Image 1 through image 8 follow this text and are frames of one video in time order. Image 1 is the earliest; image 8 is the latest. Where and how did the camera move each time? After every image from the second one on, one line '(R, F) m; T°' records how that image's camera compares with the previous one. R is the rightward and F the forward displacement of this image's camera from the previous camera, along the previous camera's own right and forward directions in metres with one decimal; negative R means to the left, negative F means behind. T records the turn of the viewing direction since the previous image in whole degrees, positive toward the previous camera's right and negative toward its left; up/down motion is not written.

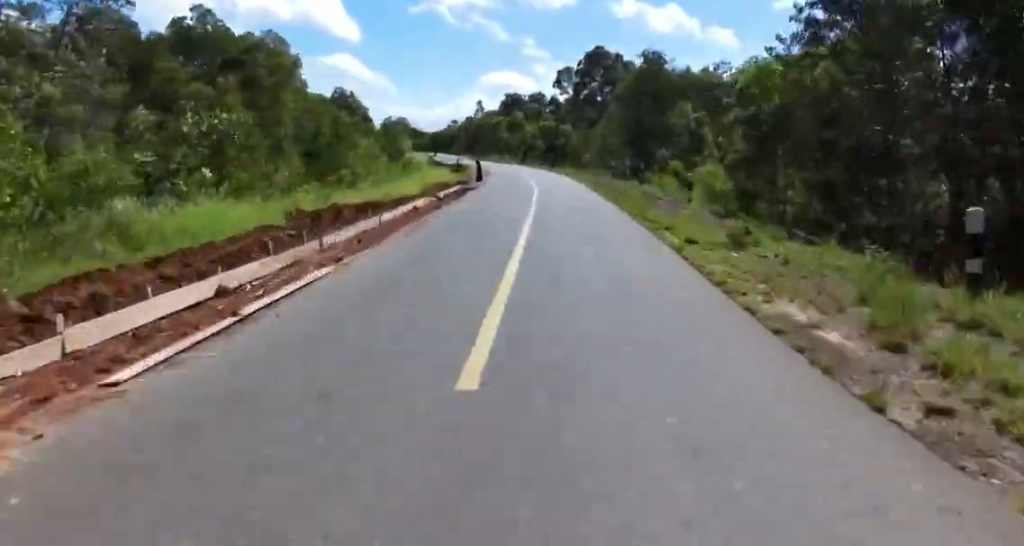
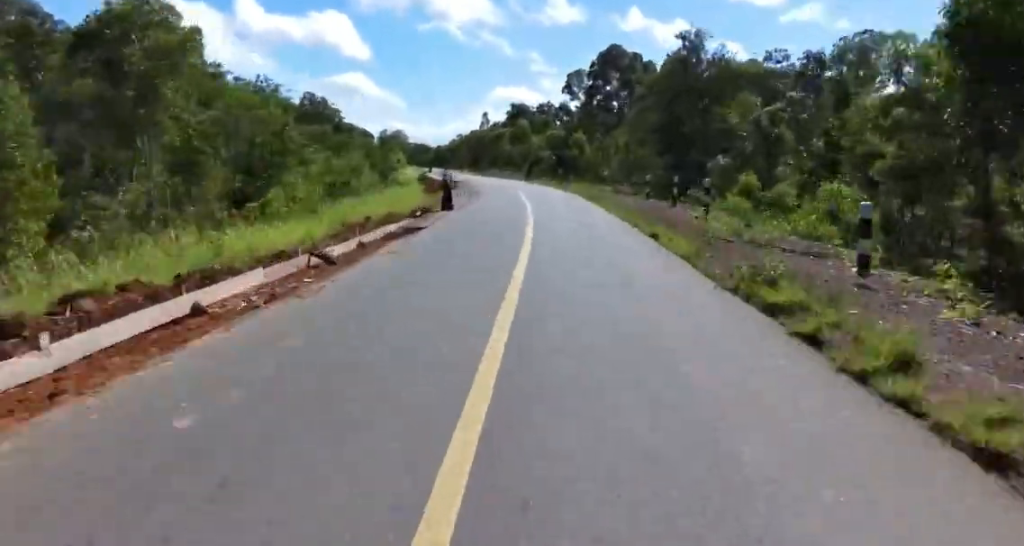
(0.0, +12.4) m; -5°
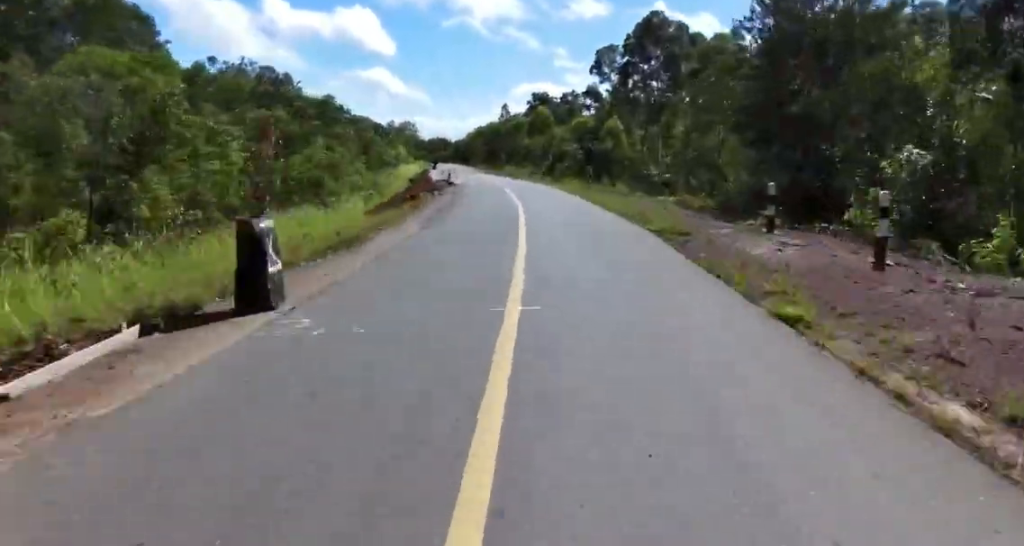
(+0.6, +13.6) m; -6°
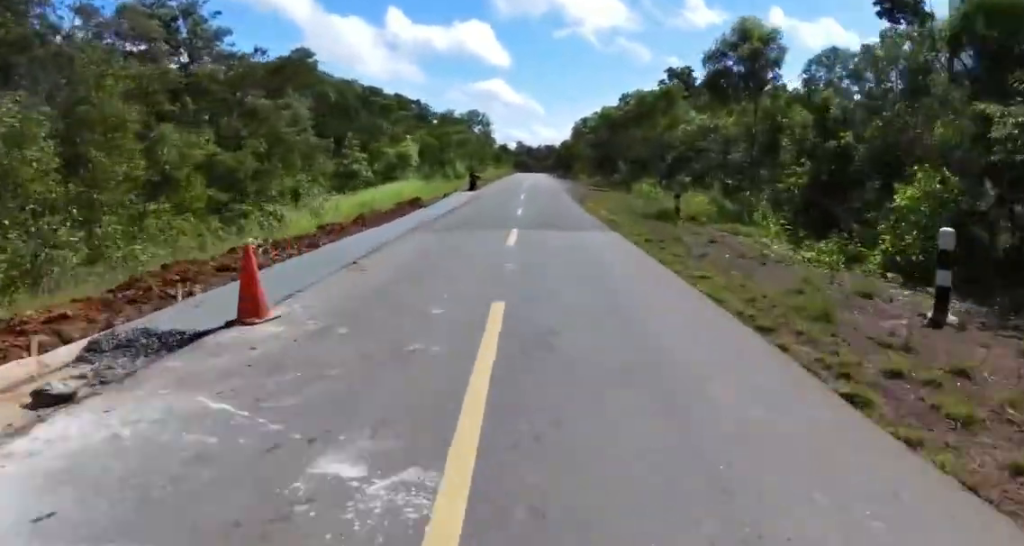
(-5.6, +44.4) m; -6°
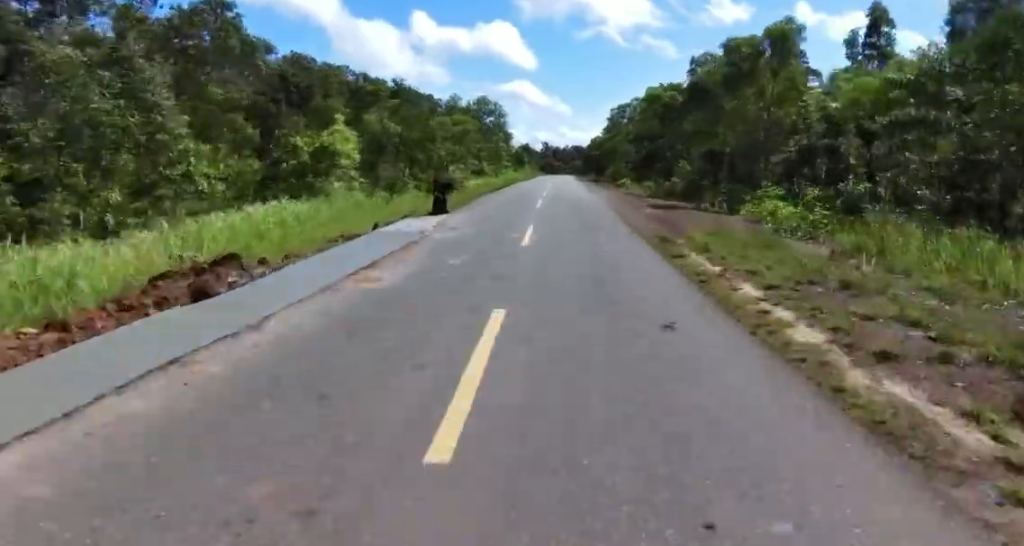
(0.0, +16.1) m; -2°
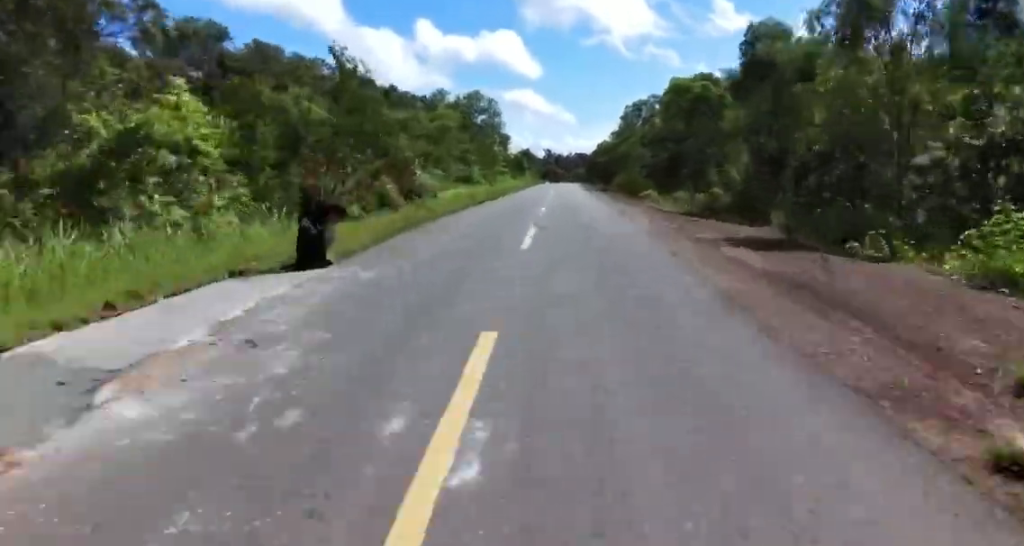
(-0.4, +9.9) m; -1°
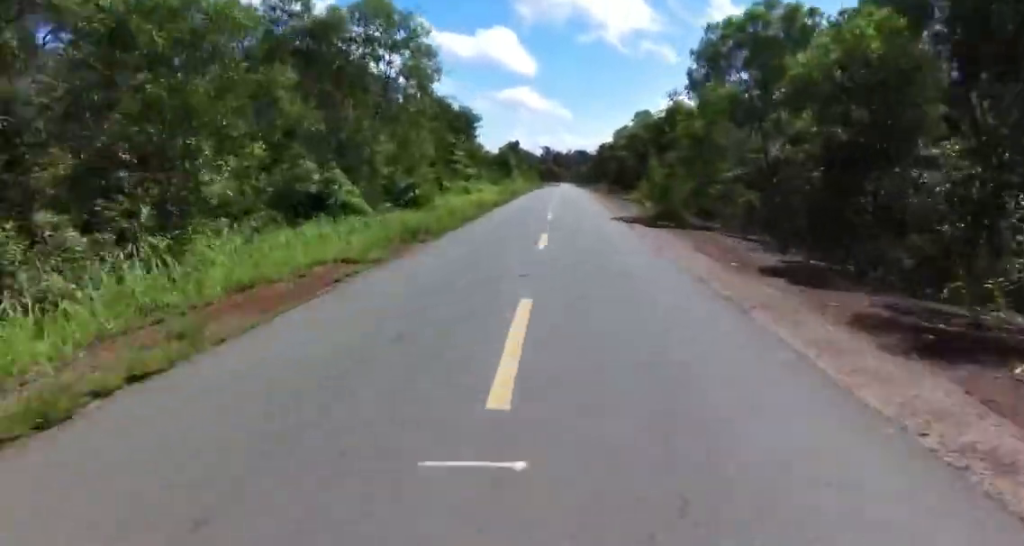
(-0.8, +30.2) m; -2°
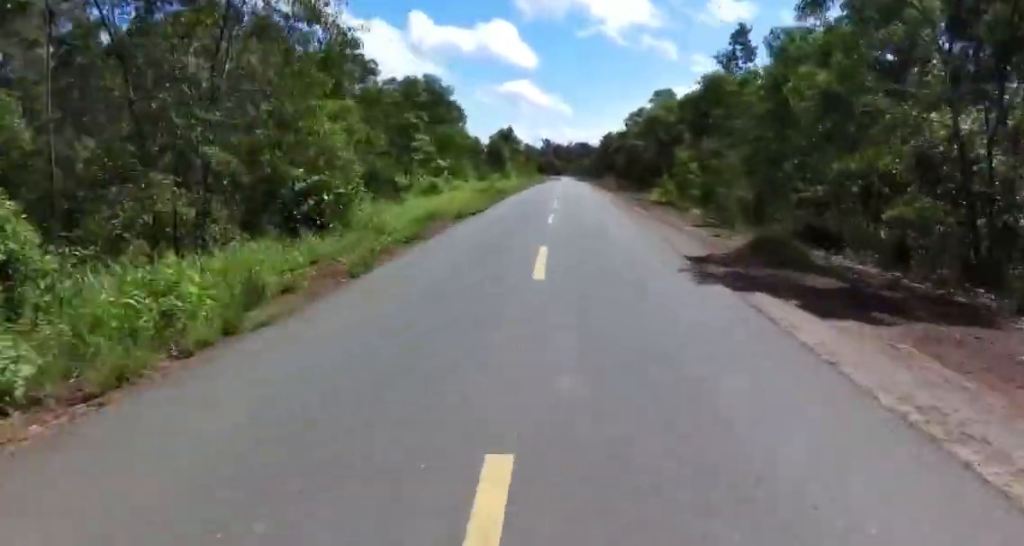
(0.0, +12.7) m; +1°
